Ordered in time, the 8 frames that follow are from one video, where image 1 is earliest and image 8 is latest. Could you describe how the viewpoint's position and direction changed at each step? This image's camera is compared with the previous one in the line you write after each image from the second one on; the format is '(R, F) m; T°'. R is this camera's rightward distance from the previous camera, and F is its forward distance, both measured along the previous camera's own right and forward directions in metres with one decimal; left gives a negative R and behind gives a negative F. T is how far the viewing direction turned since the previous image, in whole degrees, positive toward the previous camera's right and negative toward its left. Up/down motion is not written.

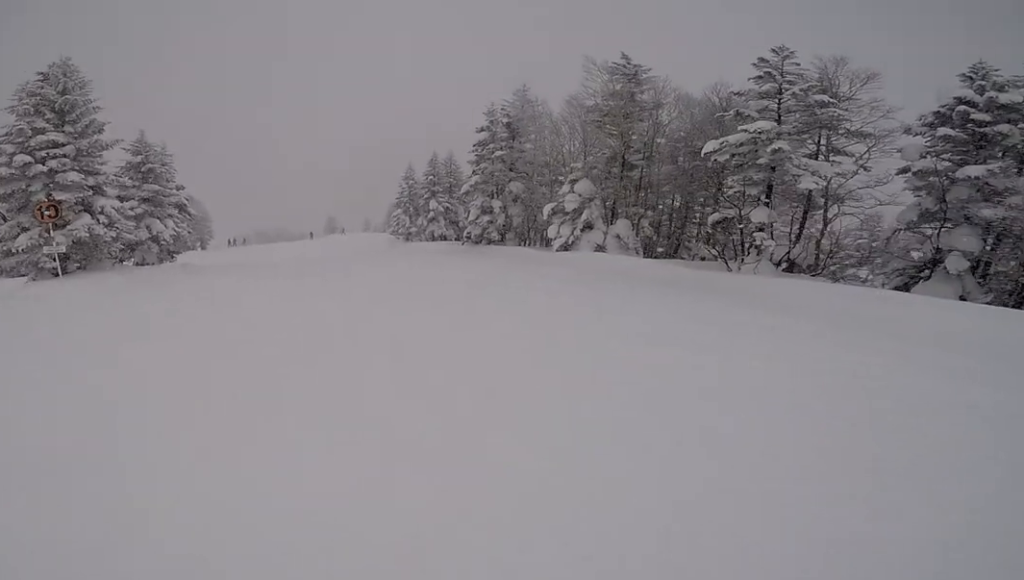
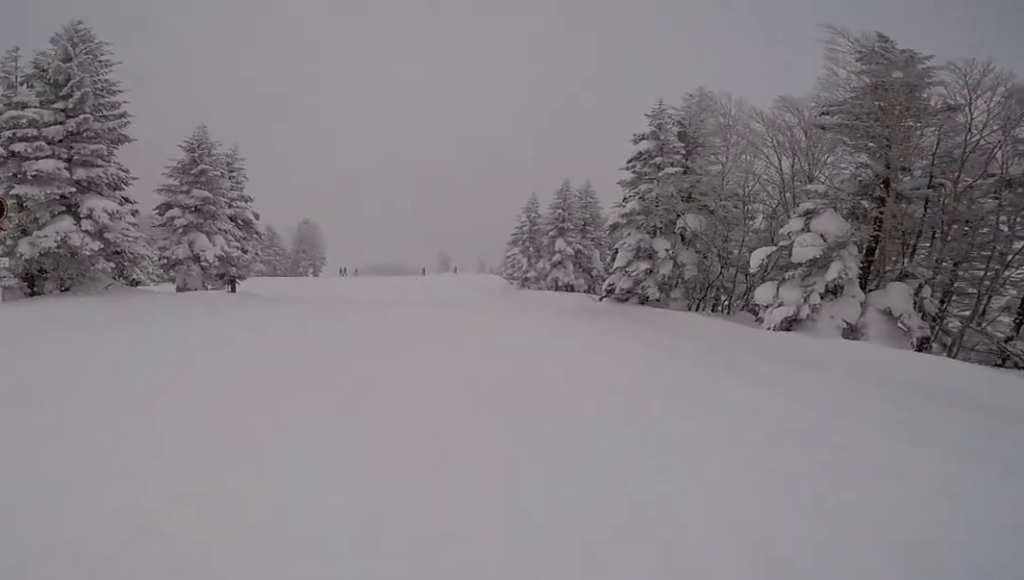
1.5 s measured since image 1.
(+0.1, +6.5) m; -14°
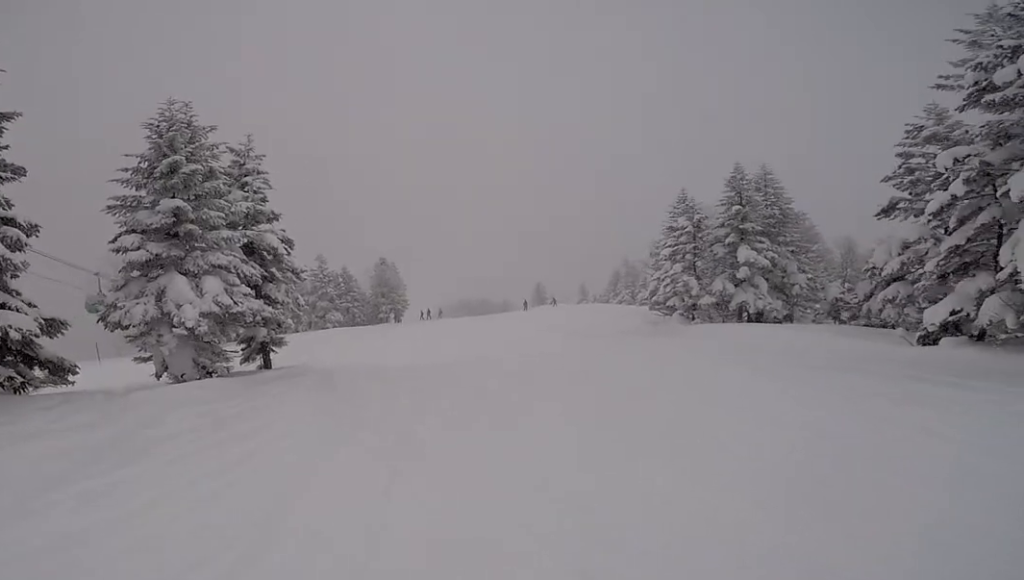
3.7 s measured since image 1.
(-4.1, +7.8) m; -28°
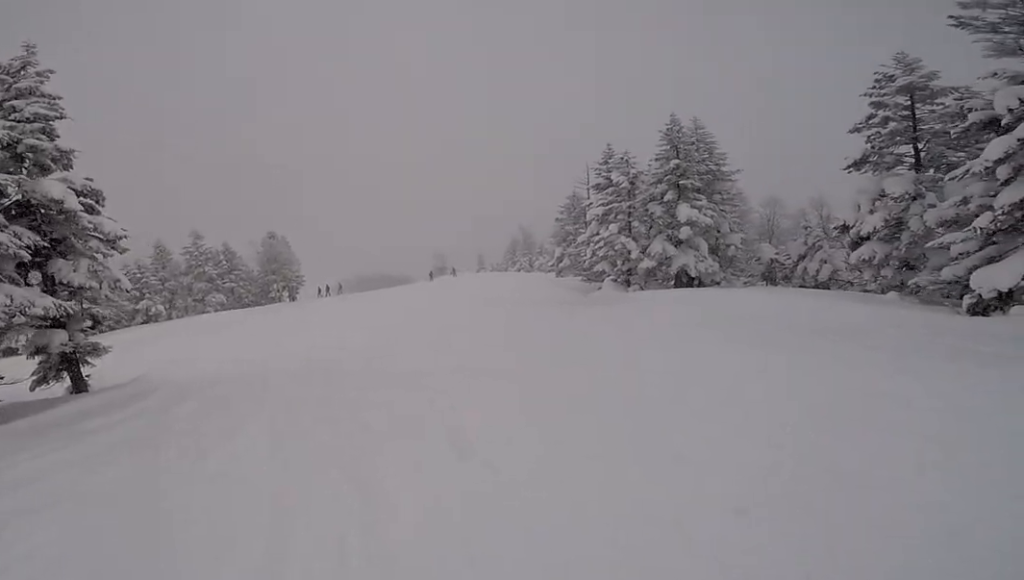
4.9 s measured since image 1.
(+1.6, +4.7) m; +27°
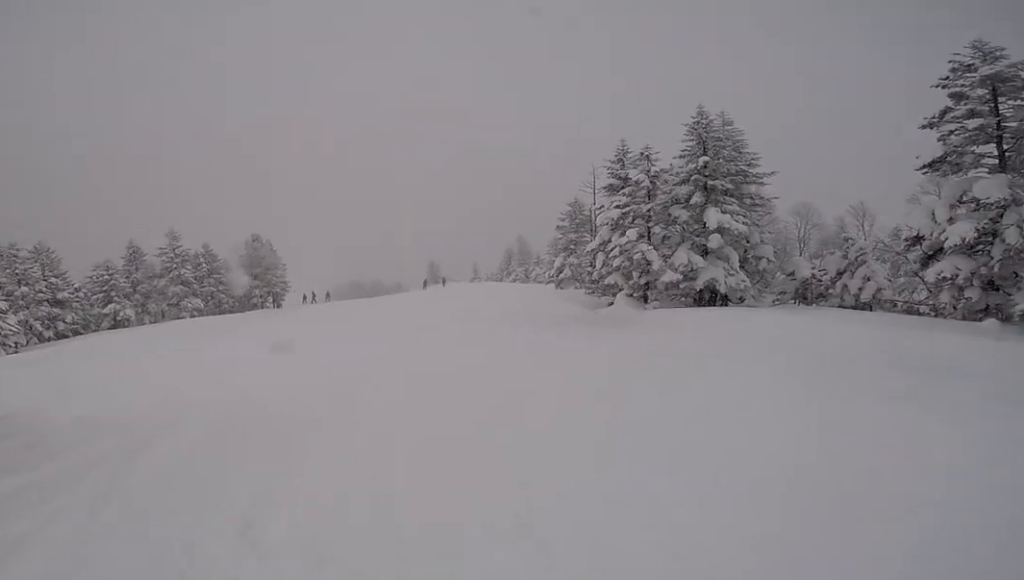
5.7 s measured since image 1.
(+0.2, +3.4) m; +9°
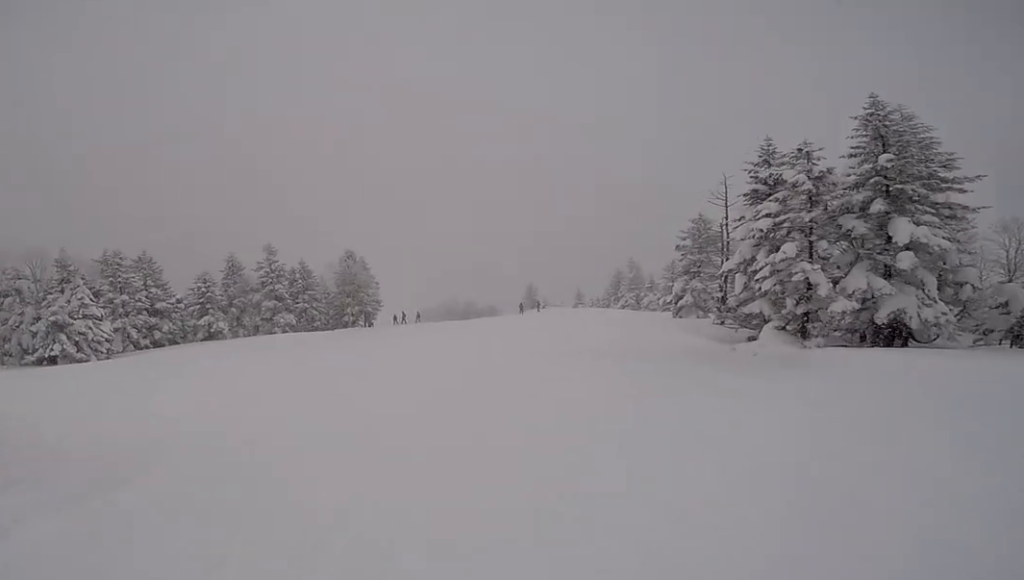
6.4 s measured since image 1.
(+0.6, +2.8) m; -1°
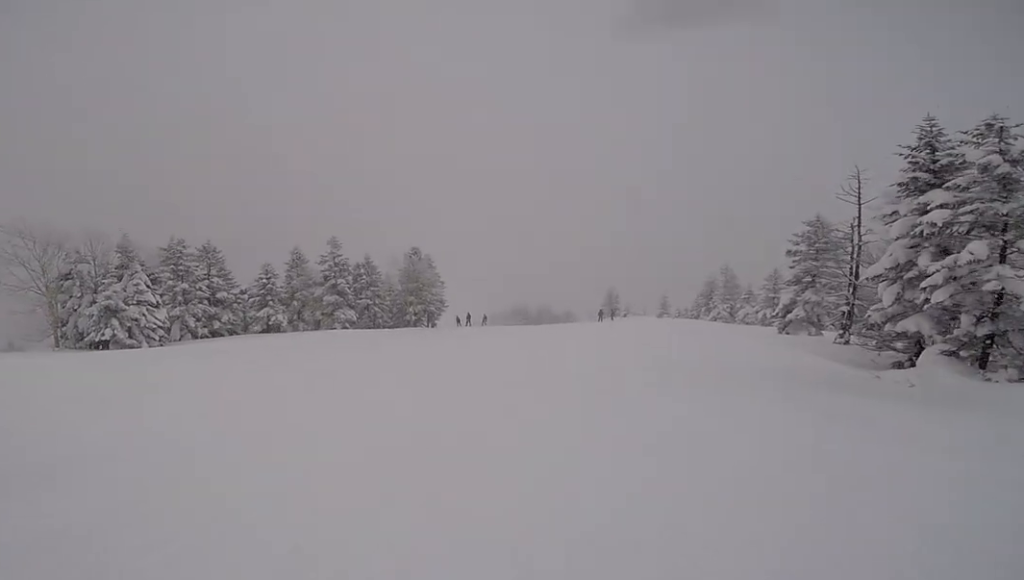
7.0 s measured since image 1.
(-0.4, +3.0) m; -5°
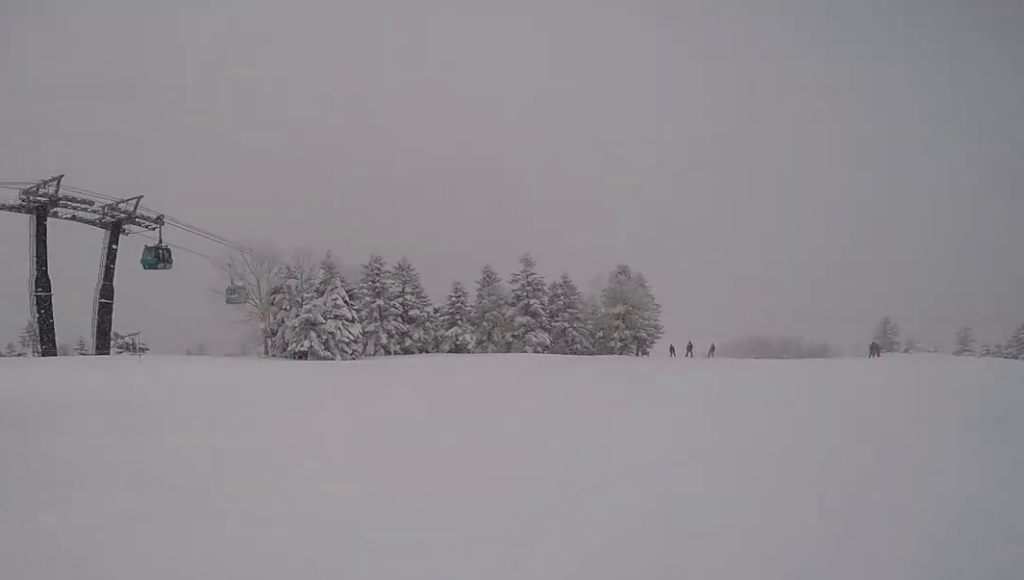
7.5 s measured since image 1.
(-0.3, +2.7) m; -5°
